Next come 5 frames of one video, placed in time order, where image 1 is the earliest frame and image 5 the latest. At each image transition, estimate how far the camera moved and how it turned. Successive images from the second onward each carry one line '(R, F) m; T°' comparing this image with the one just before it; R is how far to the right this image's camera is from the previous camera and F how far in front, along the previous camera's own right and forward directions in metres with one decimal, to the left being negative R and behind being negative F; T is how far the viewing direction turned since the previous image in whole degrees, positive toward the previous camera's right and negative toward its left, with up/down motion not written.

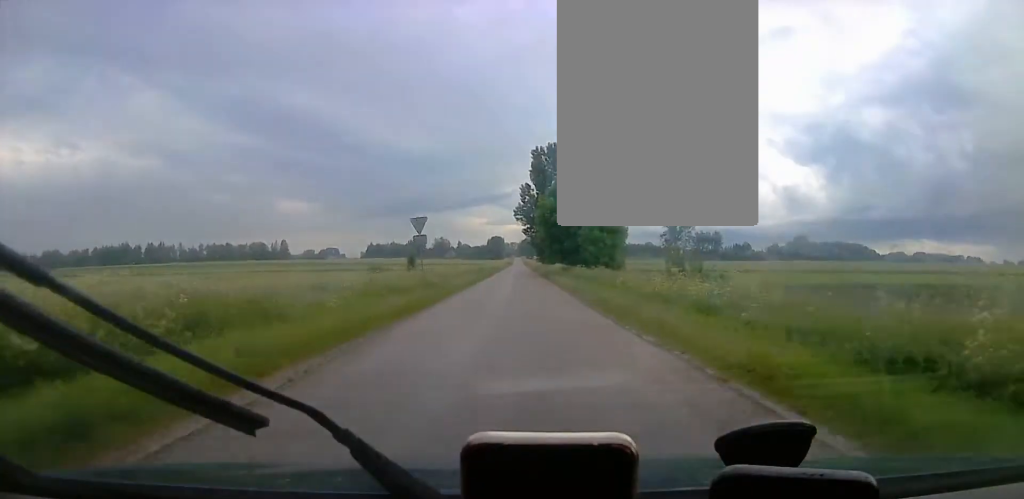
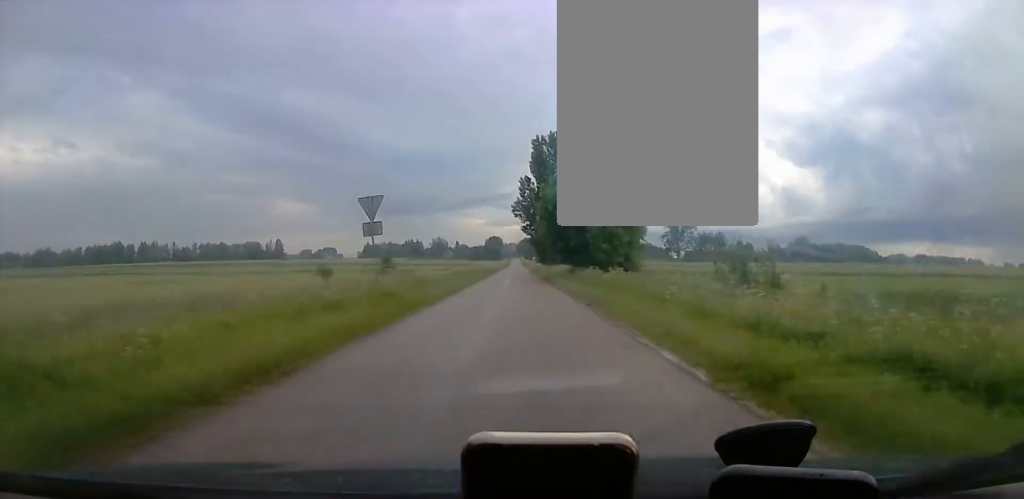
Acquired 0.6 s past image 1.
(0.0, +8.5) m; 0°
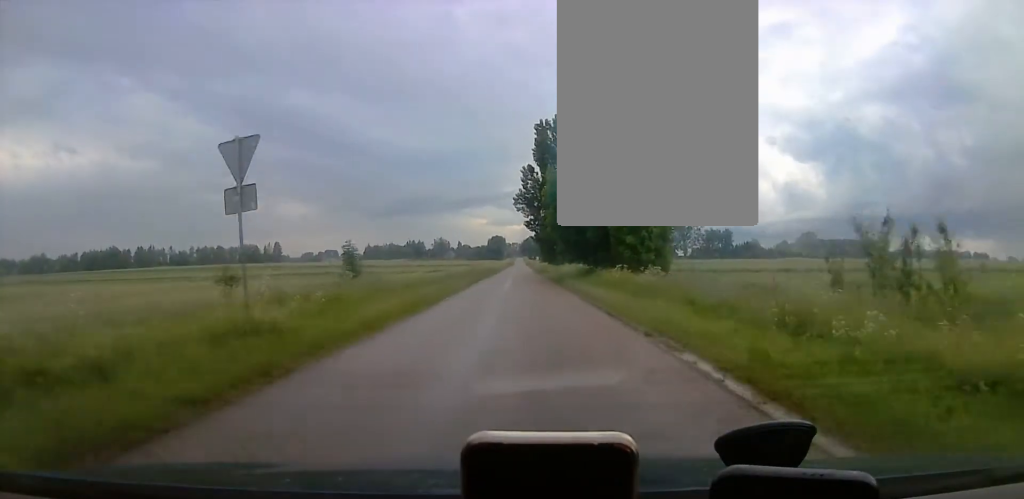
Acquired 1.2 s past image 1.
(0.0, +9.9) m; +1°
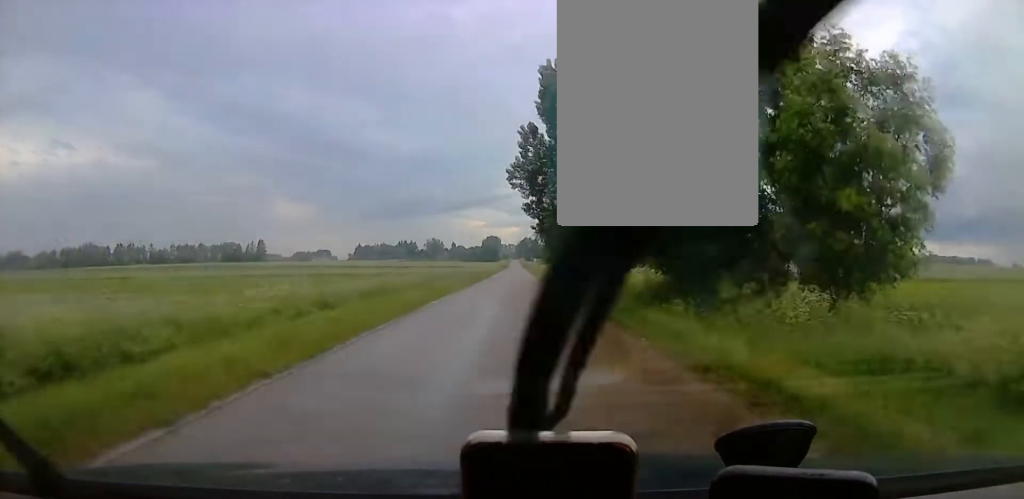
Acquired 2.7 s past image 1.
(+0.6, +24.8) m; +2°
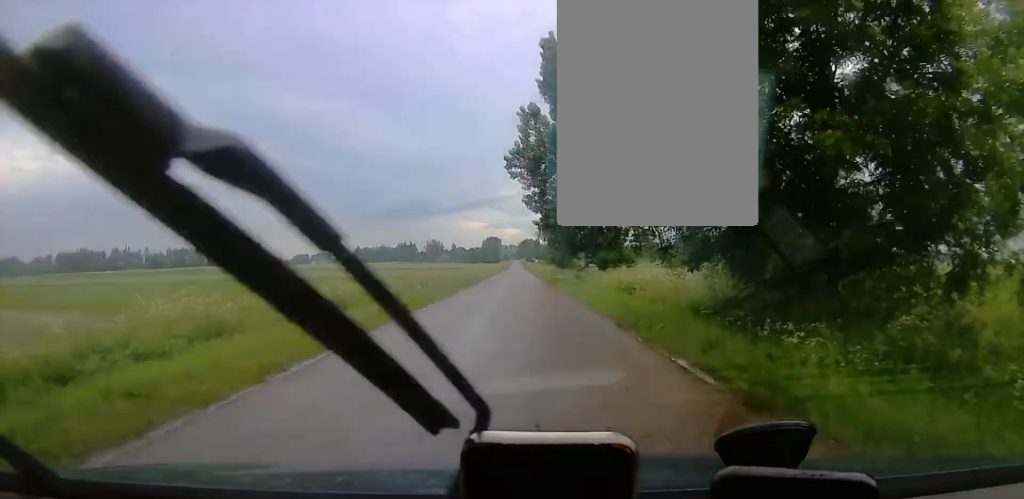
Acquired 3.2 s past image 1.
(0.0, +6.8) m; -1°
